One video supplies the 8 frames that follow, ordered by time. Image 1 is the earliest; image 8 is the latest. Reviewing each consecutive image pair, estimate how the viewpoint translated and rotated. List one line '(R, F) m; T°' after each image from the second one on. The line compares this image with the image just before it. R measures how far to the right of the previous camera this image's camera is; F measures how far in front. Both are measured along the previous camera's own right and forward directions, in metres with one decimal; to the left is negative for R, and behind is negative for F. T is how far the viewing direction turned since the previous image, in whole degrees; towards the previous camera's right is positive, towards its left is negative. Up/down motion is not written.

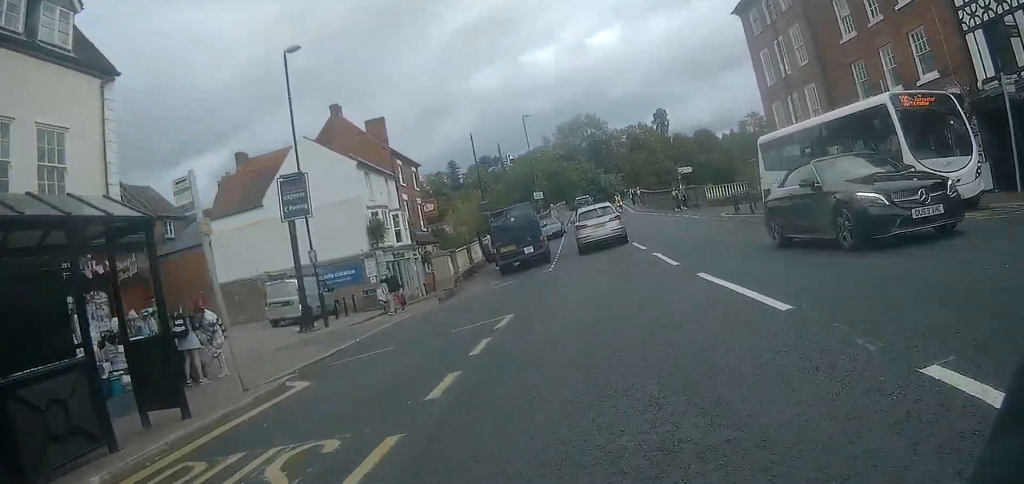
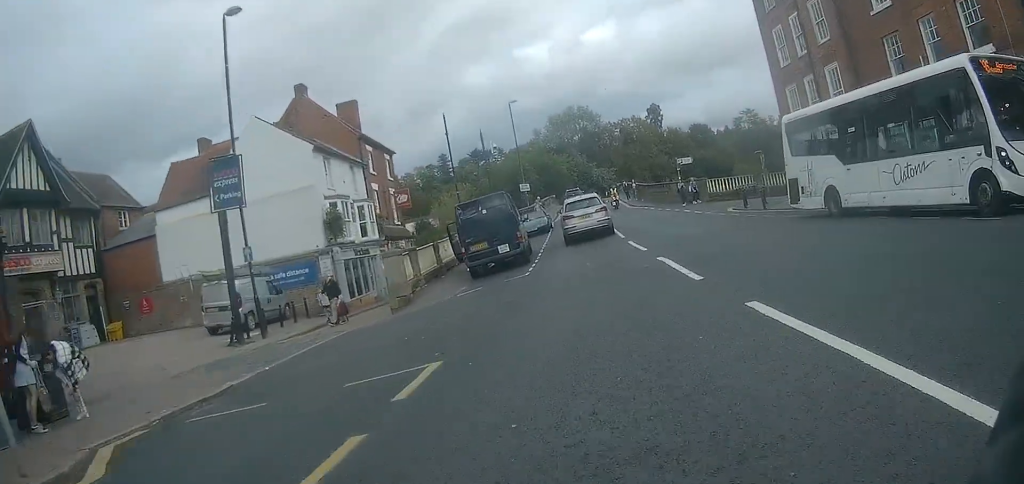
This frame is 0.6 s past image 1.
(0.0, +3.6) m; -3°
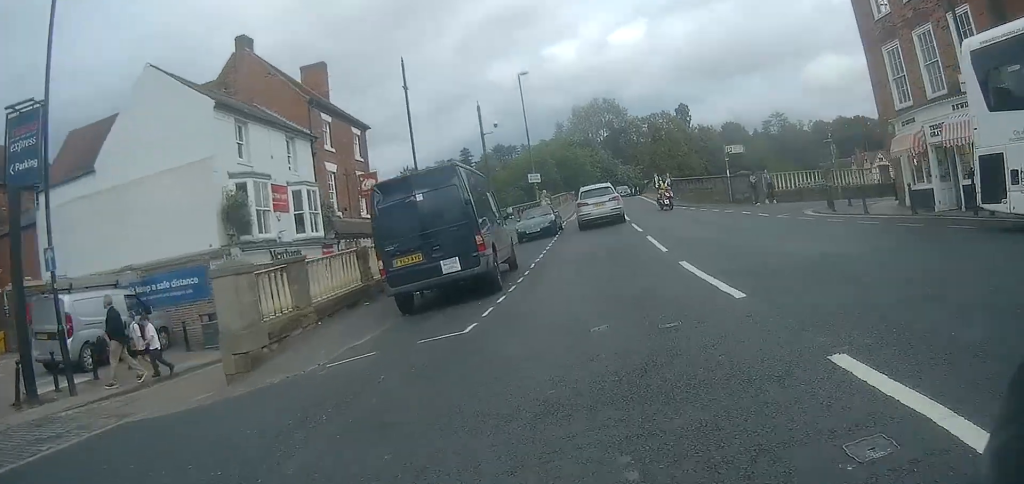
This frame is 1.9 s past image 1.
(-0.8, +8.4) m; -10°
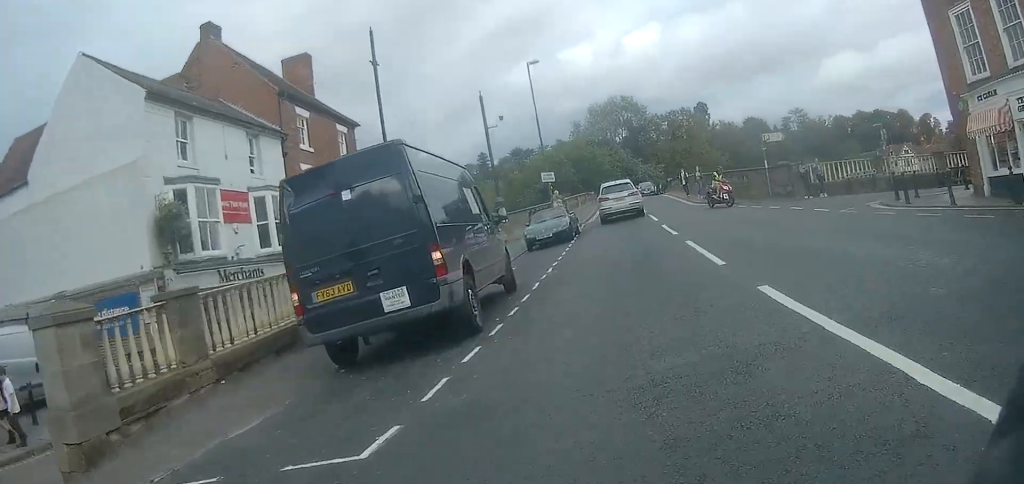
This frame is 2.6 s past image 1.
(-0.1, +4.0) m; +1°
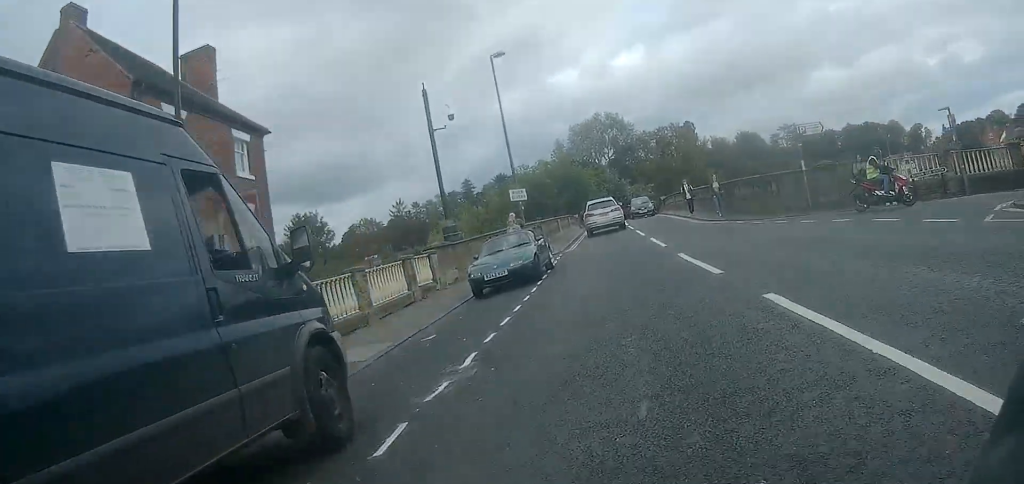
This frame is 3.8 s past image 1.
(+0.4, +7.2) m; +5°
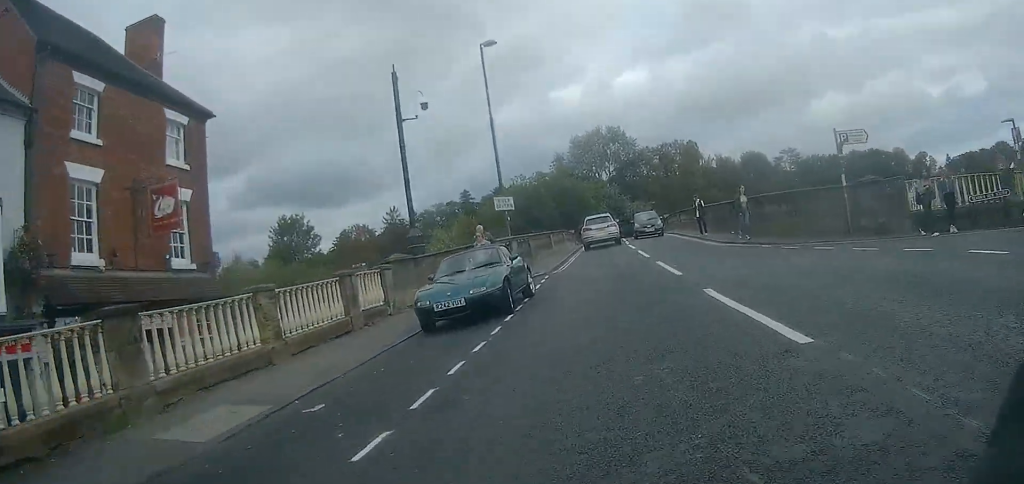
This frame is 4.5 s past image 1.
(0.0, +3.8) m; 0°
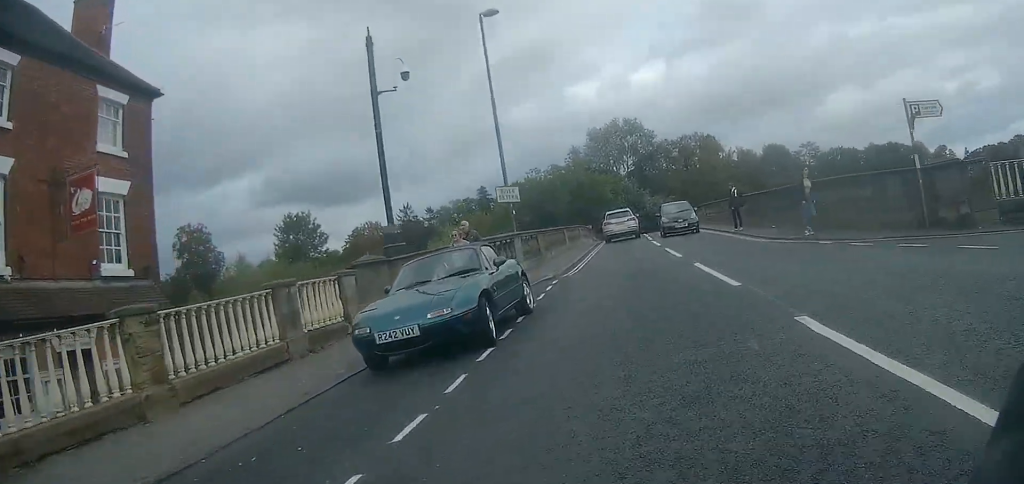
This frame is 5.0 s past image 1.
(0.0, +3.5) m; -2°
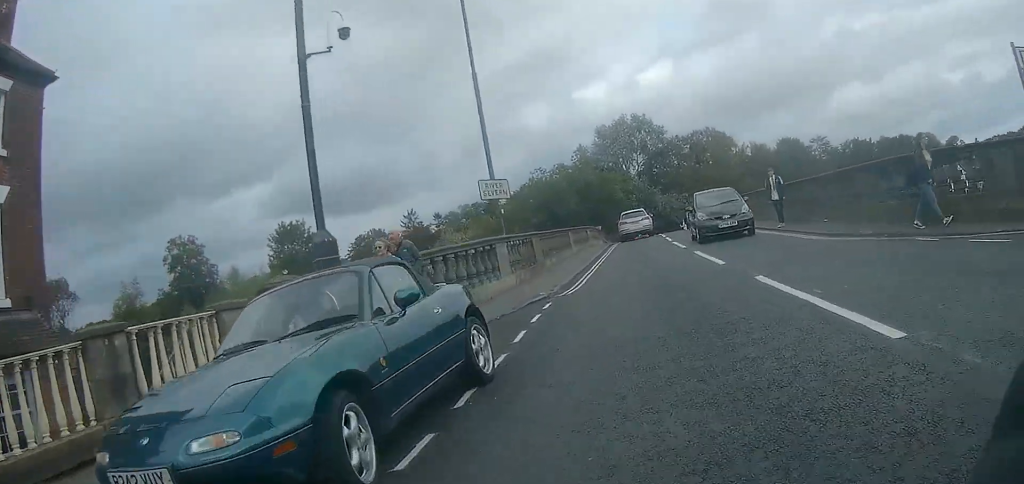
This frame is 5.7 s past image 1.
(-0.1, +4.6) m; +2°
